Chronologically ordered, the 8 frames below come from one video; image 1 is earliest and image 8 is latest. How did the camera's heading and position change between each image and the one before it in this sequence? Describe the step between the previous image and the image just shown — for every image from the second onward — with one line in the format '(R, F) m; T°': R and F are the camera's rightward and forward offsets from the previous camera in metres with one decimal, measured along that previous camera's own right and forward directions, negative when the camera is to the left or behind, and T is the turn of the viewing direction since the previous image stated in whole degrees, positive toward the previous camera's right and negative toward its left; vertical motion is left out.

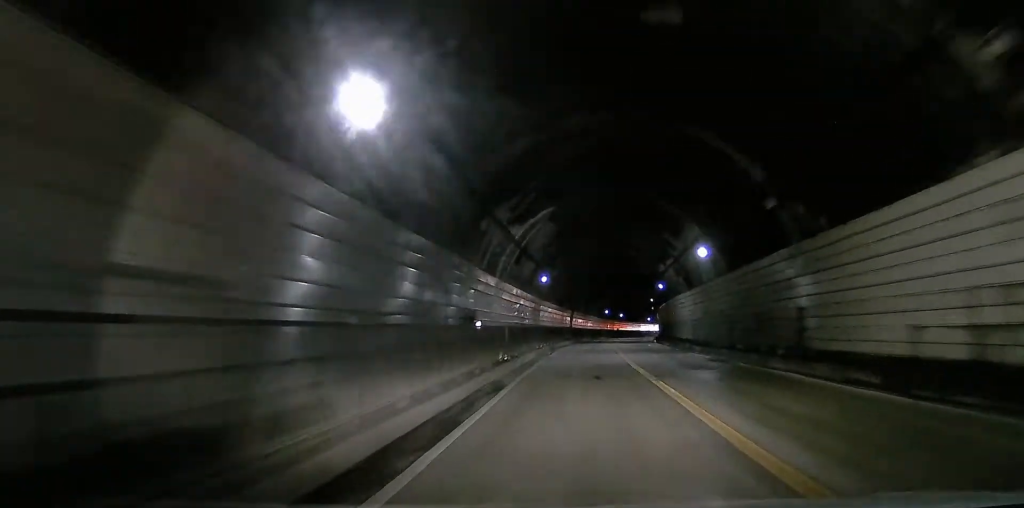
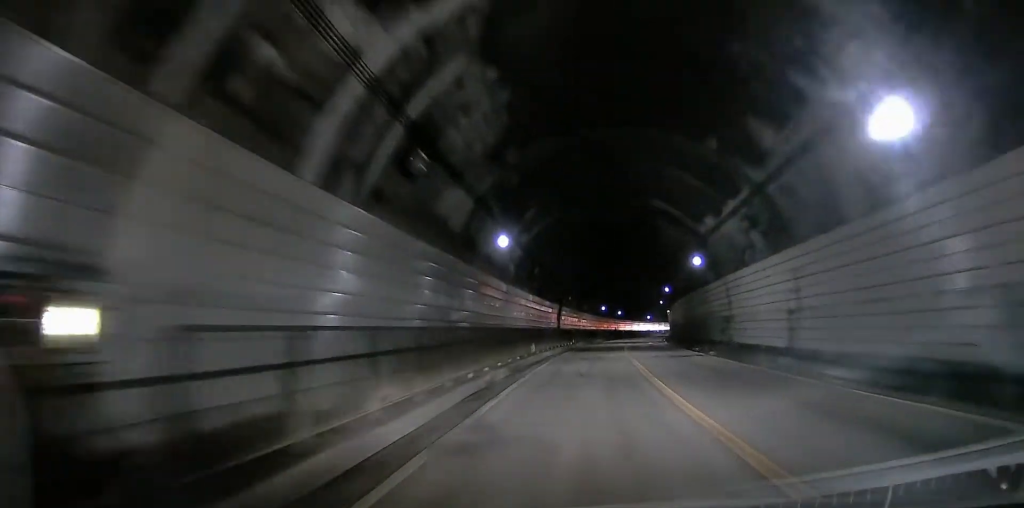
(0.0, +16.1) m; 0°
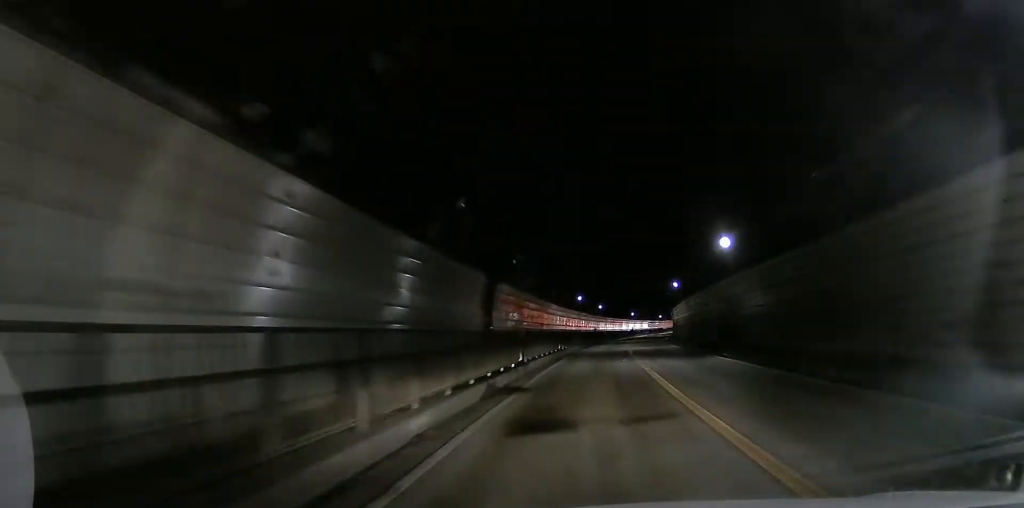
(0.0, +25.4) m; 0°
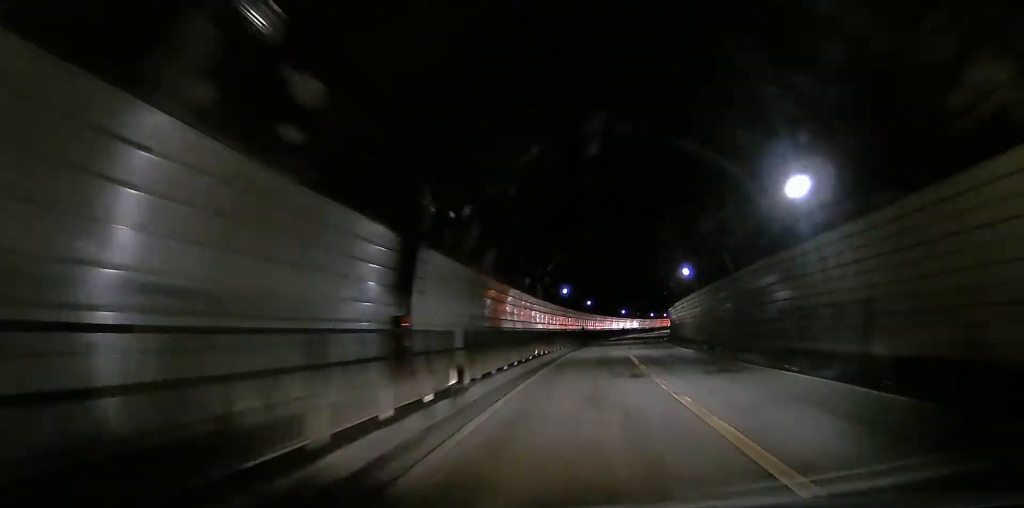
(0.0, +8.8) m; 0°
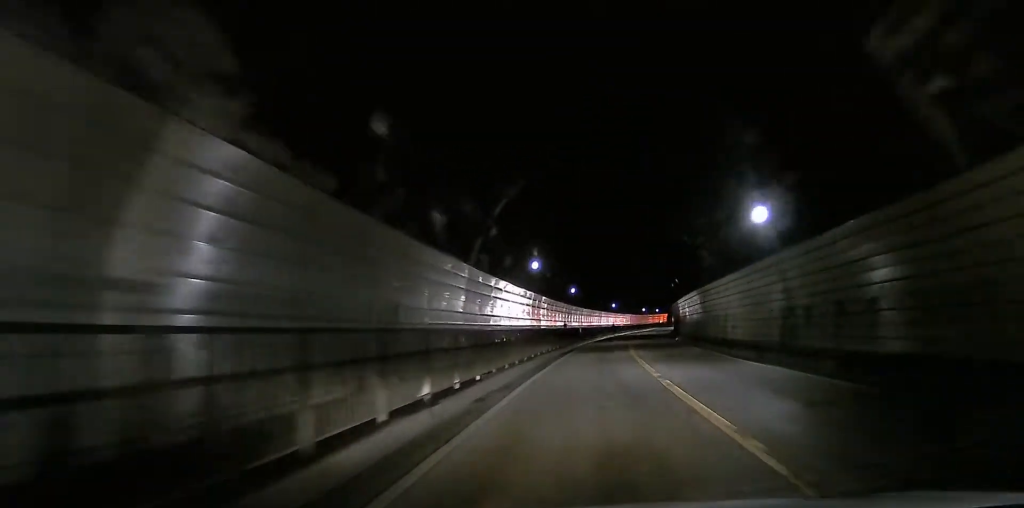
(0.0, +15.5) m; 0°
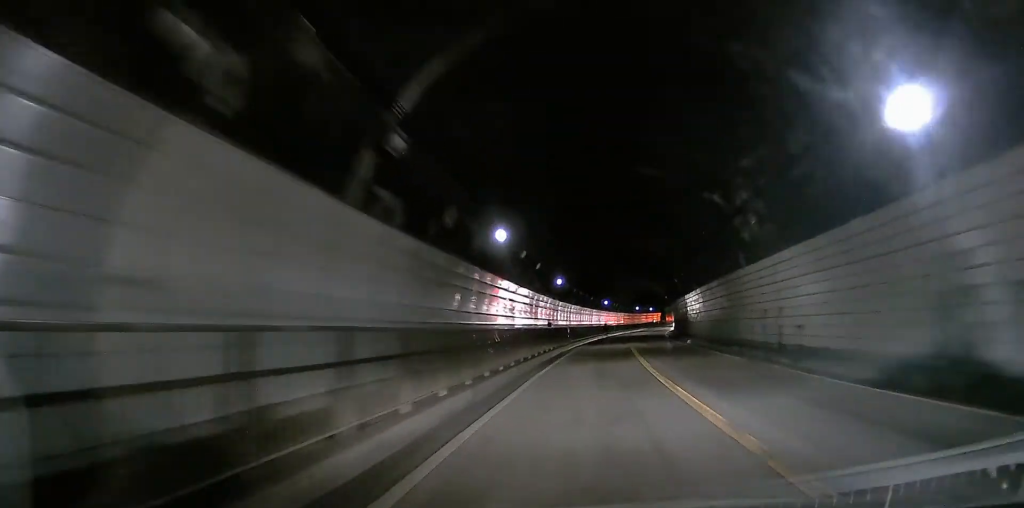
(0.0, +8.6) m; 0°
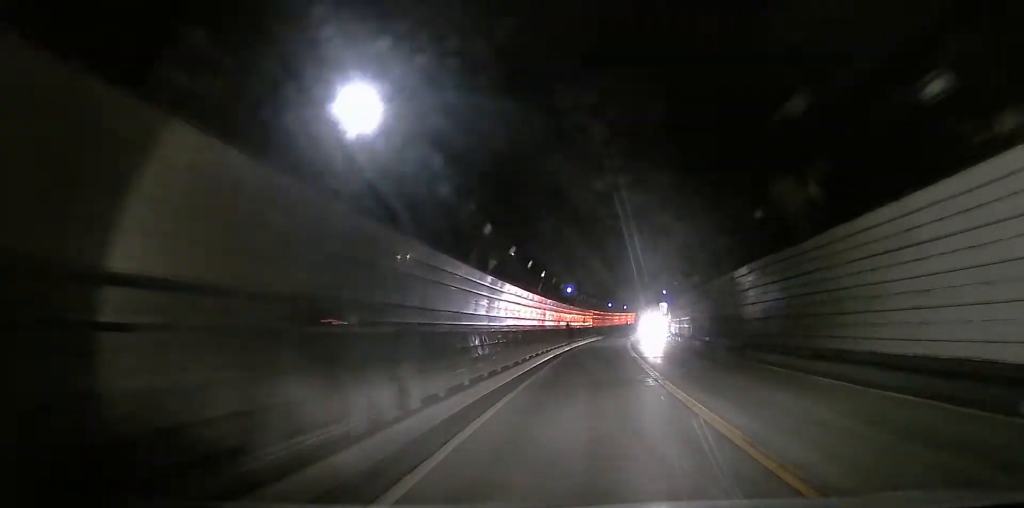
(0.0, +28.2) m; 0°
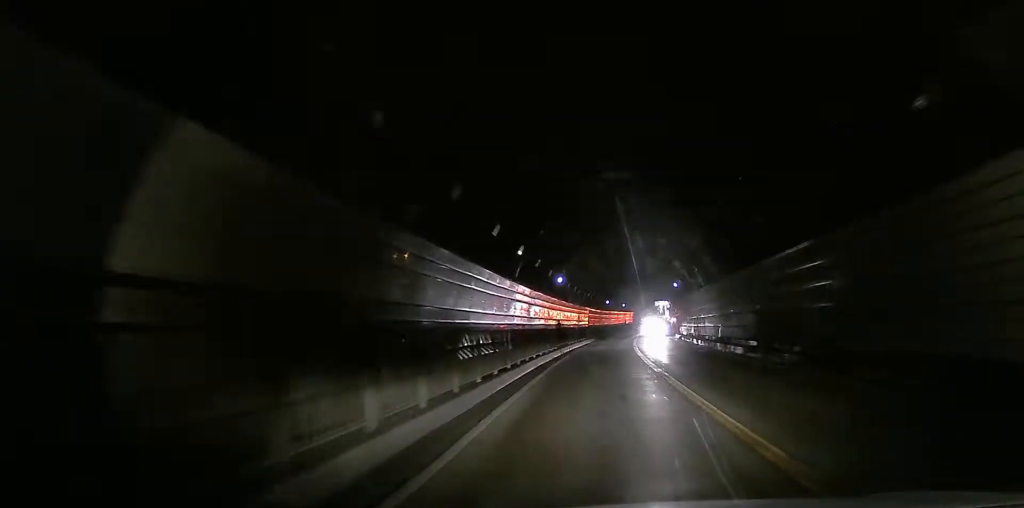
(0.0, +8.2) m; 0°
